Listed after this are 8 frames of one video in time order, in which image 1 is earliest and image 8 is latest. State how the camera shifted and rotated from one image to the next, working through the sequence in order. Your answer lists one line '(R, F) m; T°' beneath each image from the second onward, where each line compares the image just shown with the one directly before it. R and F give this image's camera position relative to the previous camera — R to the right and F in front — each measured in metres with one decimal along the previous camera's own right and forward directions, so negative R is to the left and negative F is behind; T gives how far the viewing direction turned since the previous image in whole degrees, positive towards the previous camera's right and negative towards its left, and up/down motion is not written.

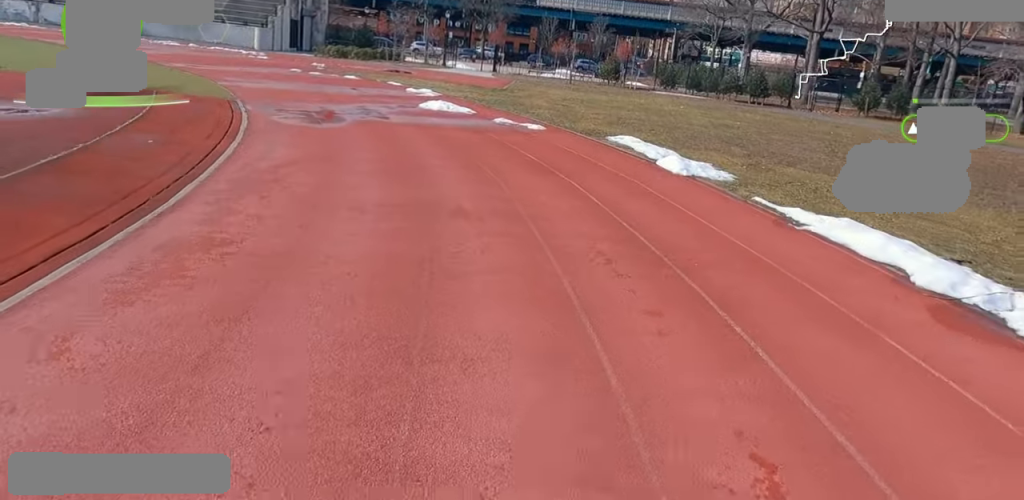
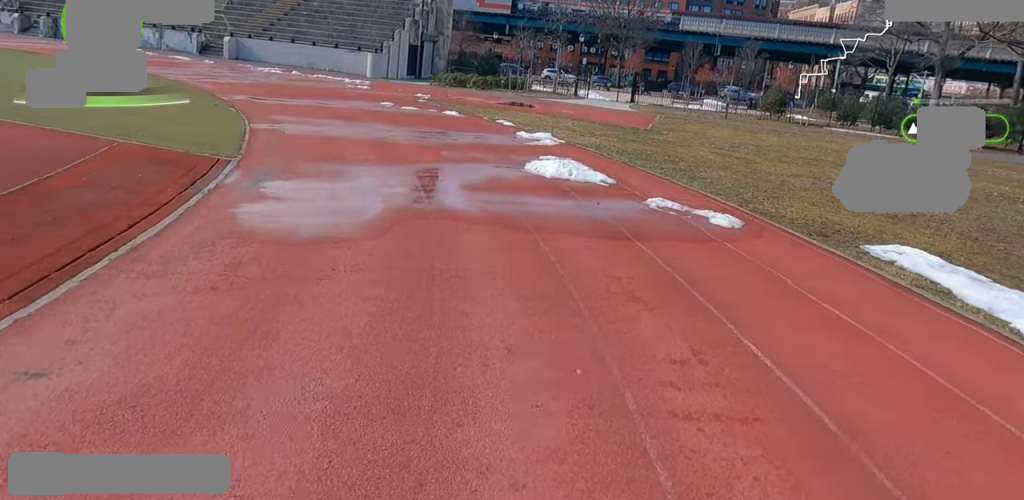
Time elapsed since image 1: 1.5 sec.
(-1.4, +7.0) m; +1°
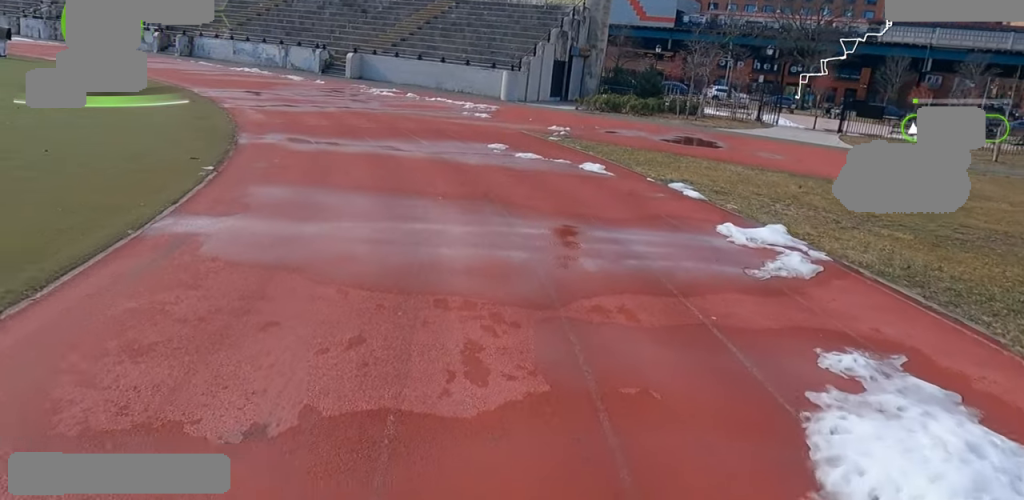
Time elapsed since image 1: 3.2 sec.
(+0.9, +8.2) m; -15°
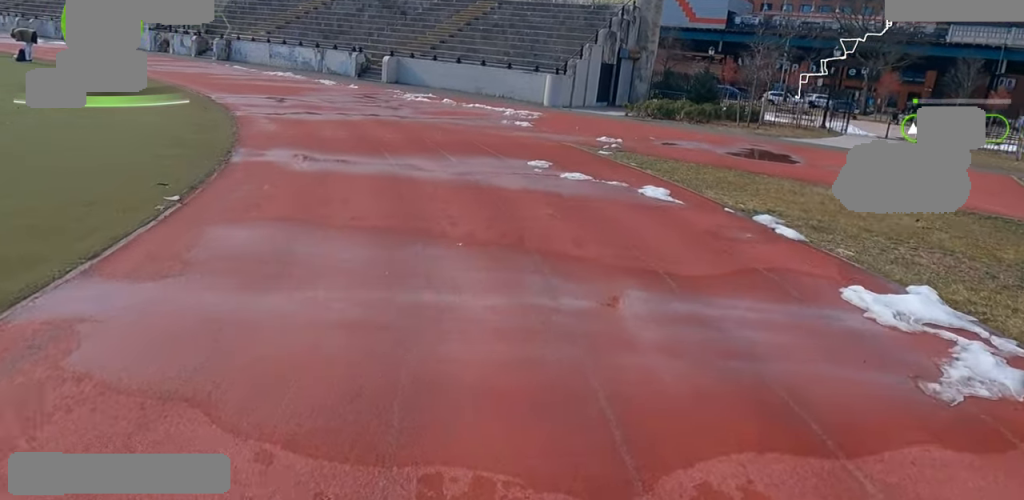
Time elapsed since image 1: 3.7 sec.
(+0.2, +2.3) m; -19°
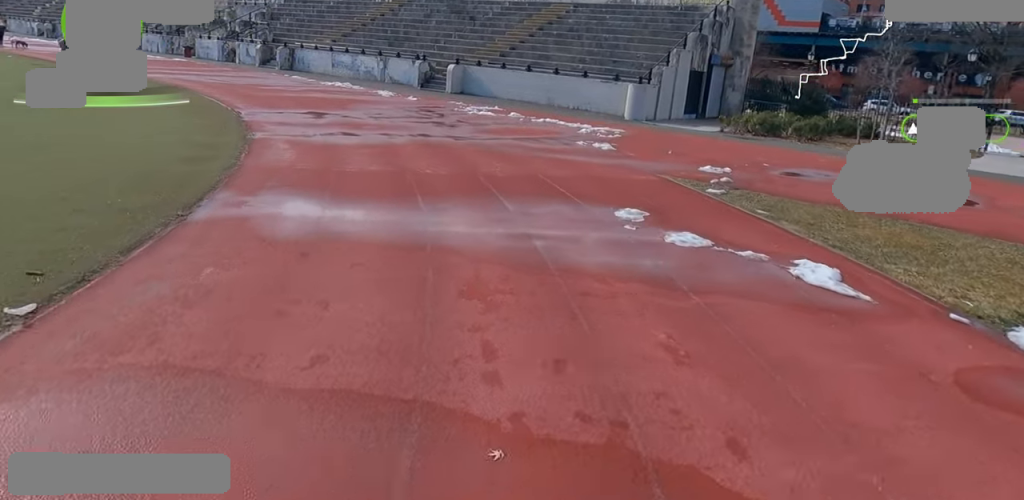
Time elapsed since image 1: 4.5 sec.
(-1.4, +2.9) m; -2°
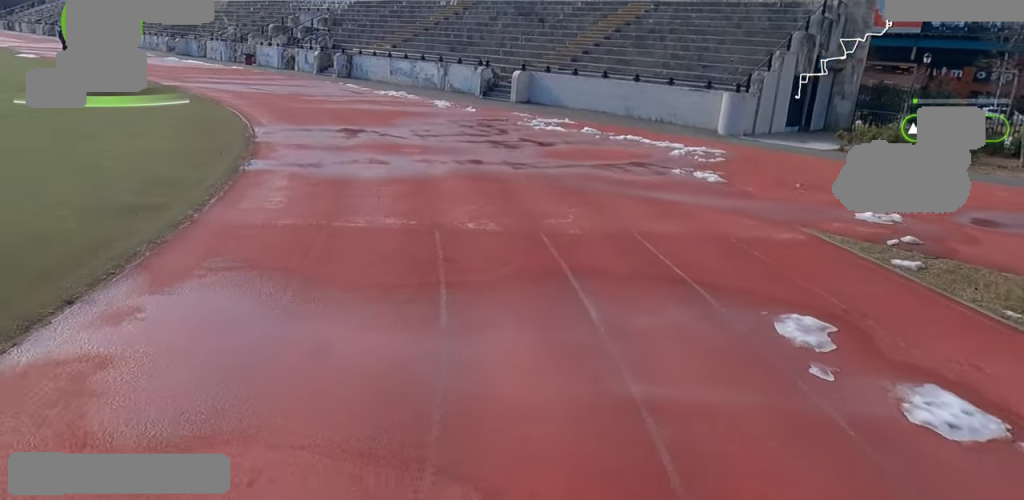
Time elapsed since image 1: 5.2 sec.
(+0.4, +3.3) m; +2°
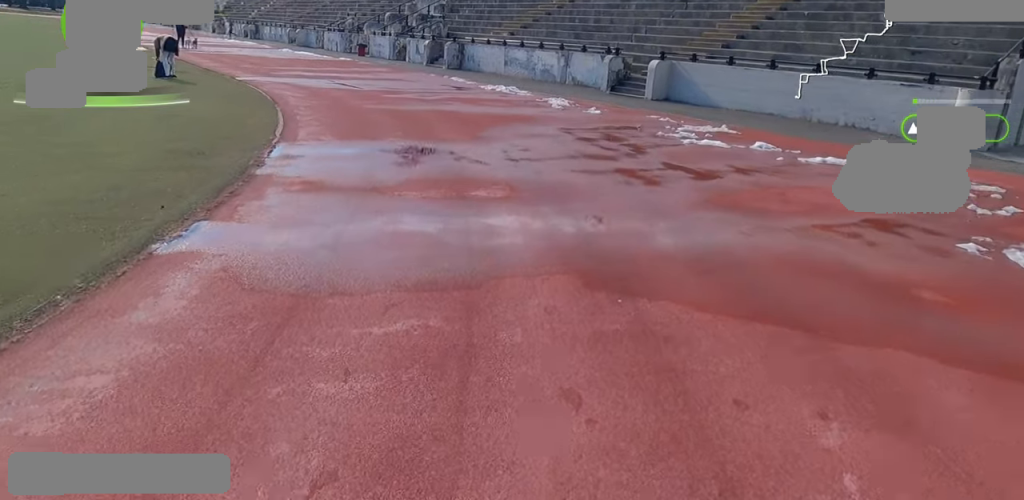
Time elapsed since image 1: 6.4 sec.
(0.0, +5.0) m; -13°
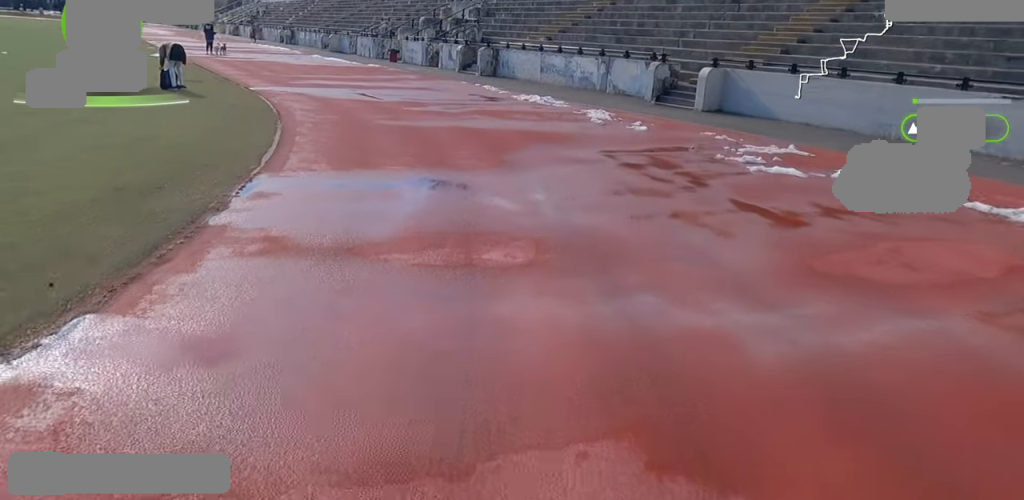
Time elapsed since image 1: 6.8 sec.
(-0.1, +1.9) m; -9°
